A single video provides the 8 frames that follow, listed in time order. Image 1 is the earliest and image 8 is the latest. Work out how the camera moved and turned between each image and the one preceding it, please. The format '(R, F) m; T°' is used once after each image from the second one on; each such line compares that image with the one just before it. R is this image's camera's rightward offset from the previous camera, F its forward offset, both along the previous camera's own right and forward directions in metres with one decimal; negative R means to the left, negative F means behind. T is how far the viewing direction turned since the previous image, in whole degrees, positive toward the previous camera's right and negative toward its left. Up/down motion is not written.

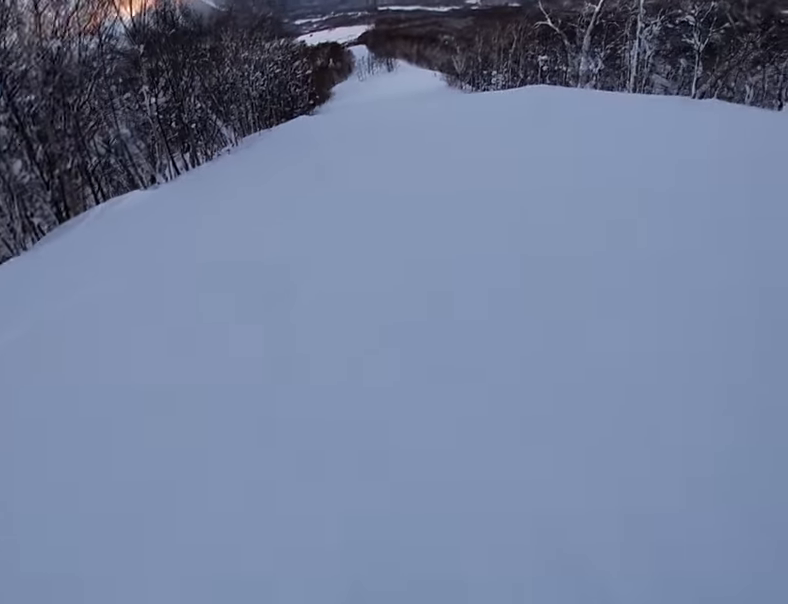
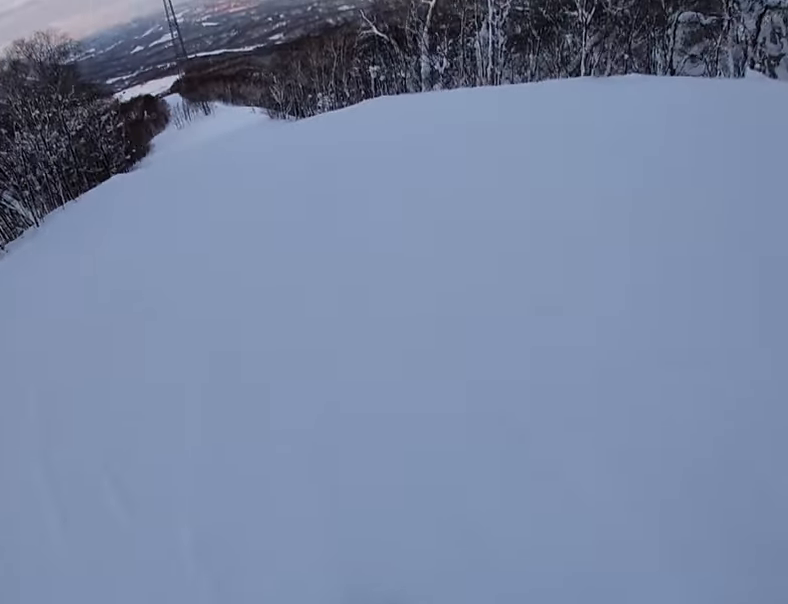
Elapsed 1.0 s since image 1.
(+2.1, +9.3) m; +14°
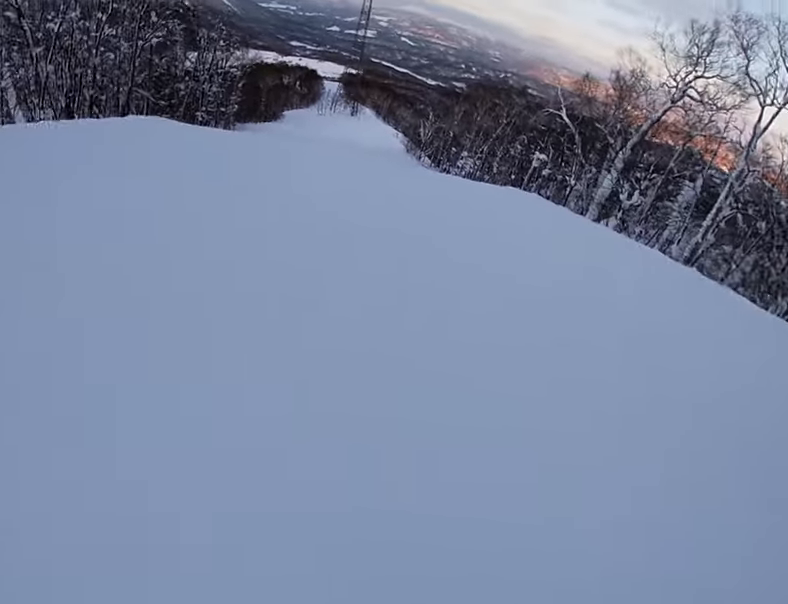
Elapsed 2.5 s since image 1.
(+0.7, +13.7) m; -2°
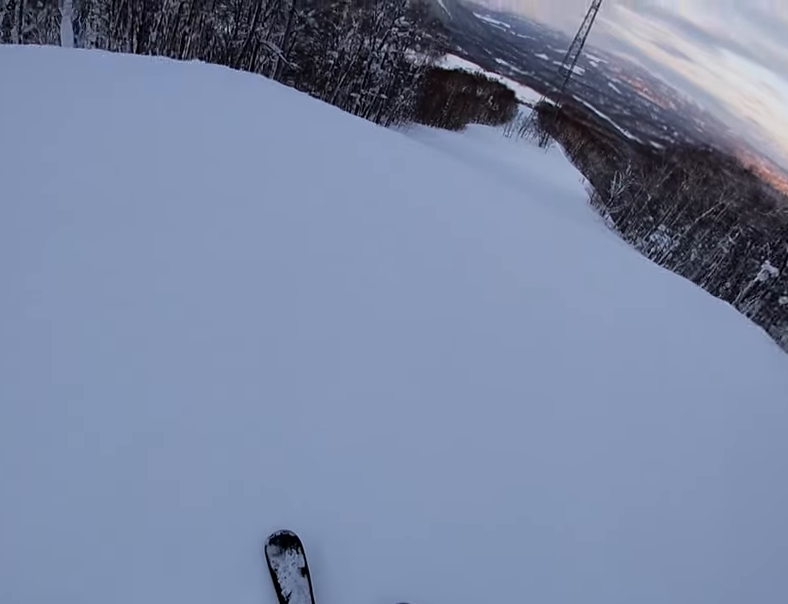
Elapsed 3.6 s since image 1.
(-1.5, +10.6) m; -18°
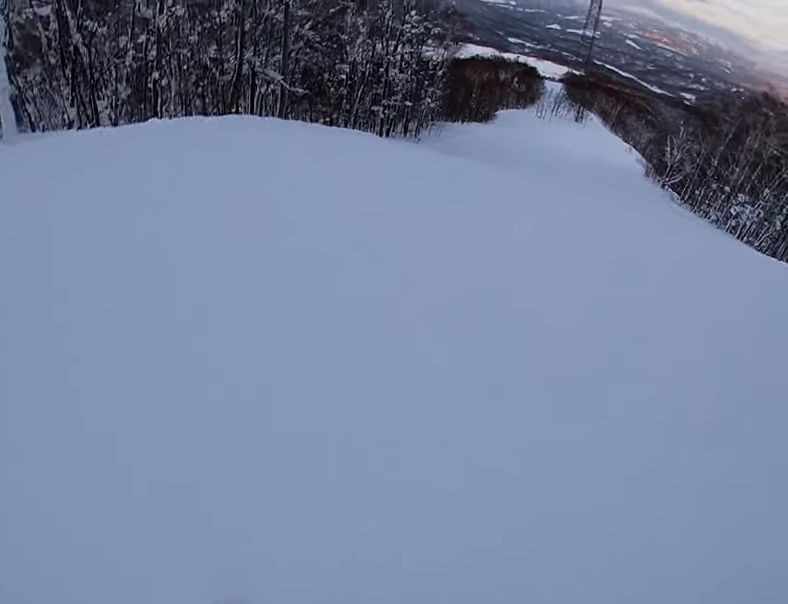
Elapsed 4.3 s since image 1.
(-0.7, +6.1) m; 0°
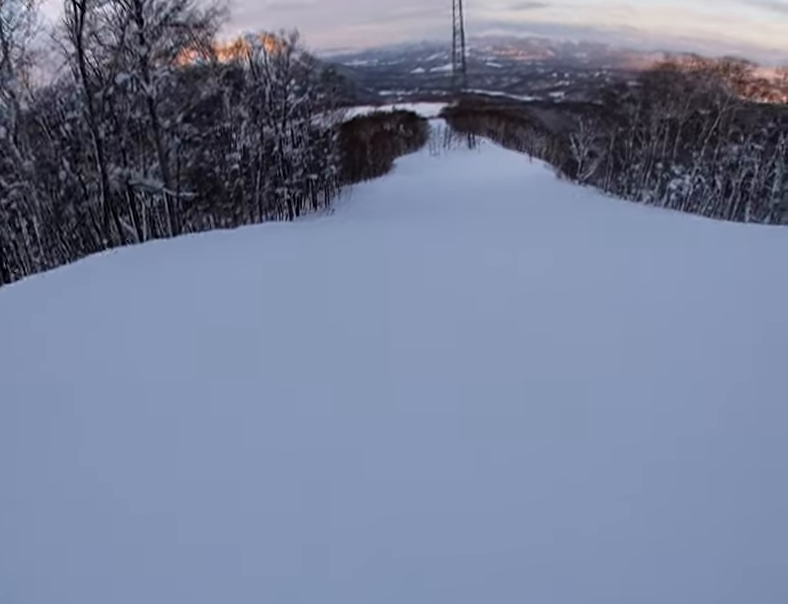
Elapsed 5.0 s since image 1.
(0.0, +6.2) m; +4°
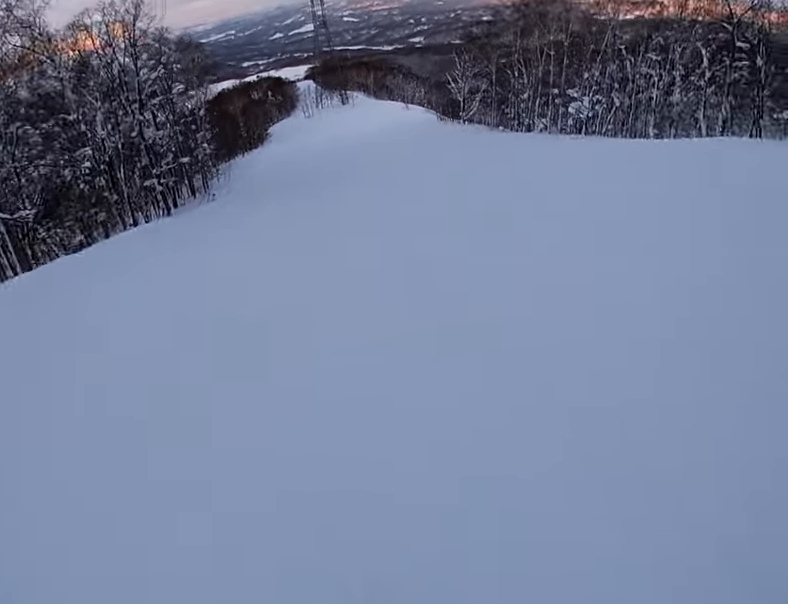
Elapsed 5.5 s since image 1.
(+0.2, +4.7) m; +6°
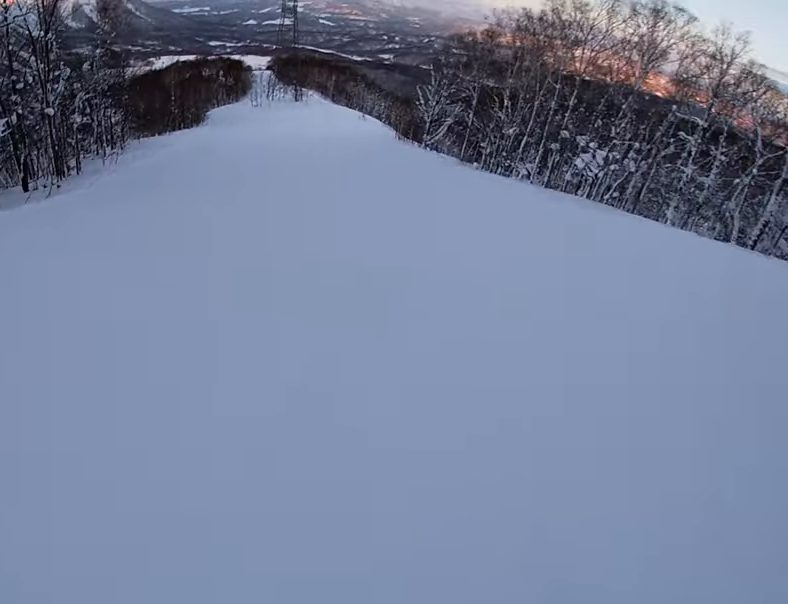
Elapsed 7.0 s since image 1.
(+1.1, +14.4) m; +1°
